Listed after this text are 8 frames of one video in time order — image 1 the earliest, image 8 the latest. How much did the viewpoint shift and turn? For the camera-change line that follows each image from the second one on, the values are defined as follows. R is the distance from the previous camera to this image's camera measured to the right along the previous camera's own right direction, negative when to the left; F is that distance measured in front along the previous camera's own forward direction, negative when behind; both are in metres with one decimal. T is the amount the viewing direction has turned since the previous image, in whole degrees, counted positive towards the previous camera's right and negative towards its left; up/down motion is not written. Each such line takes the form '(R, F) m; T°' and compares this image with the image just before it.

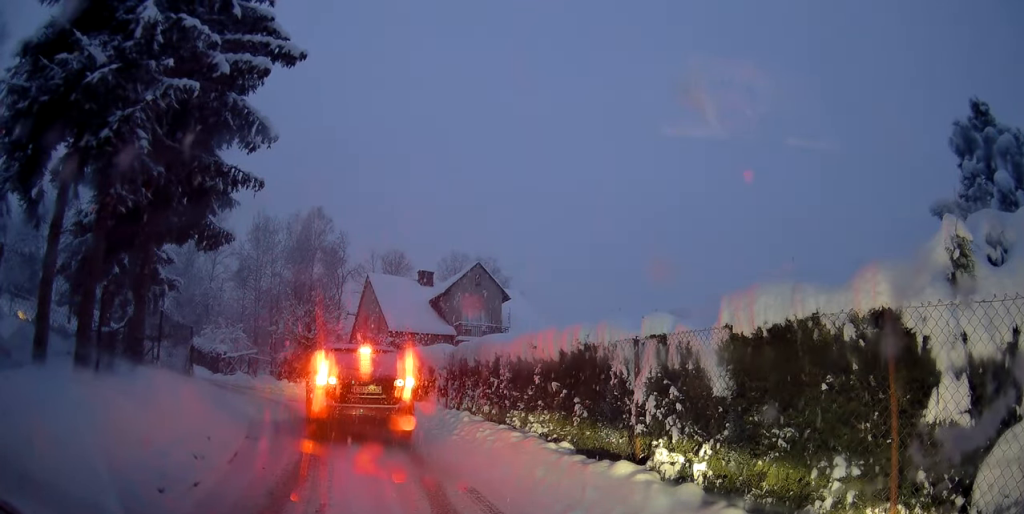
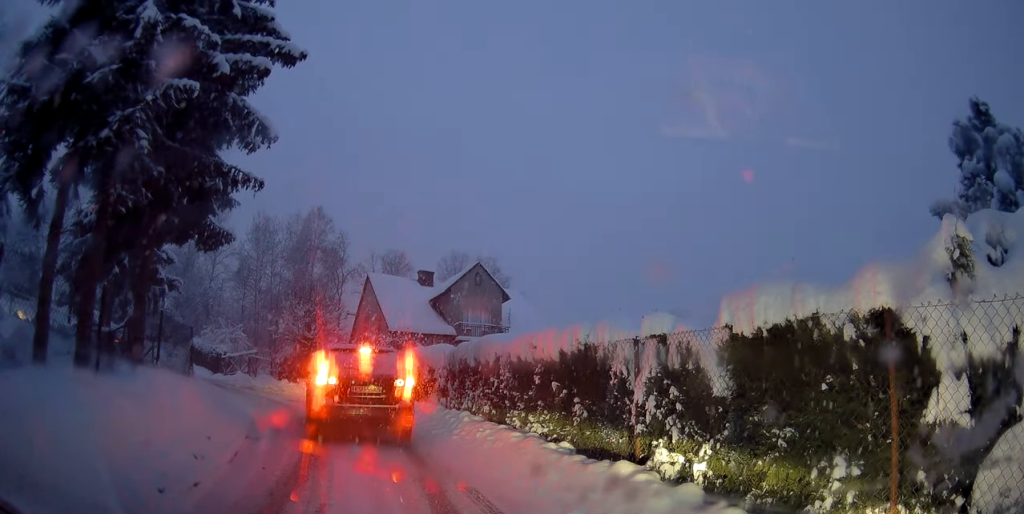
(0.0, 0.0) m; 0°
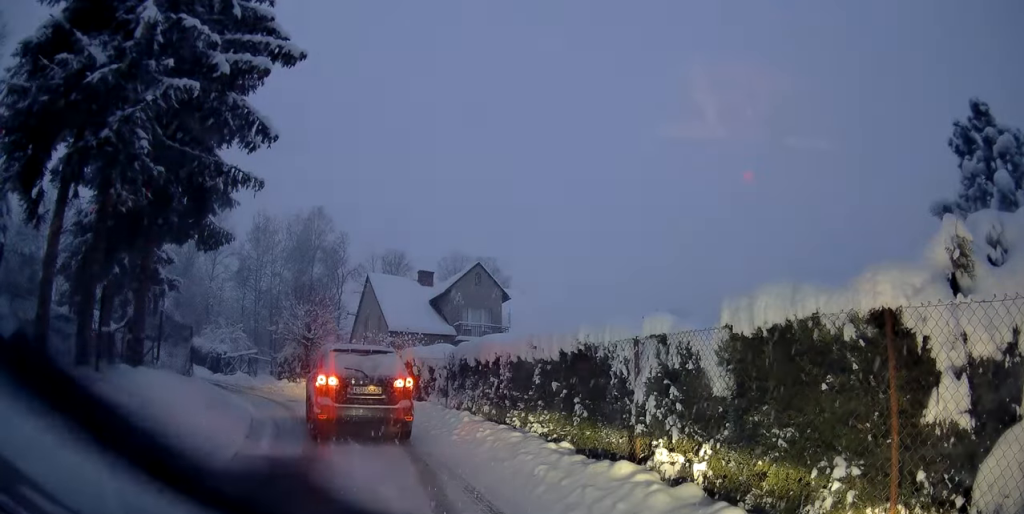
(0.0, 0.0) m; 0°
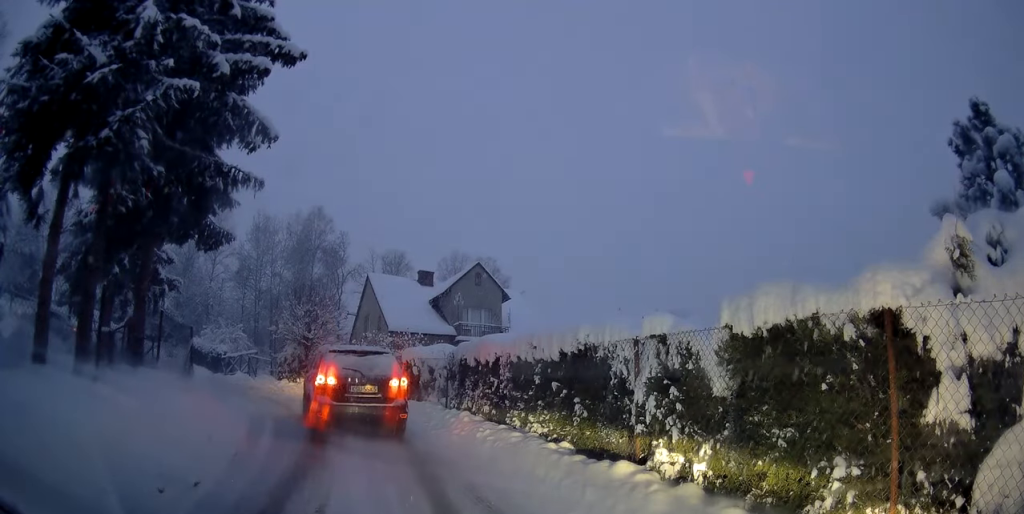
(0.0, 0.0) m; 0°
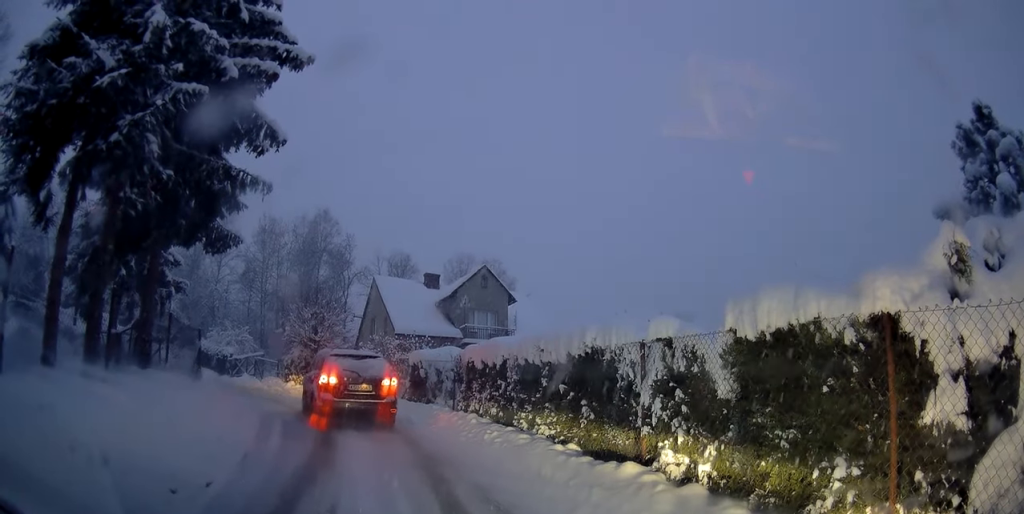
(0.0, 0.0) m; 0°
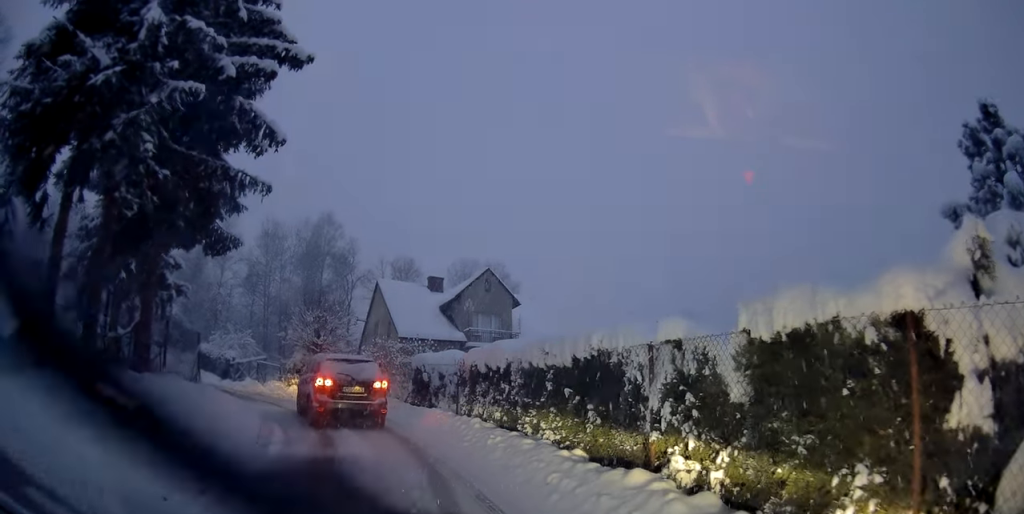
(0.0, 0.0) m; 0°
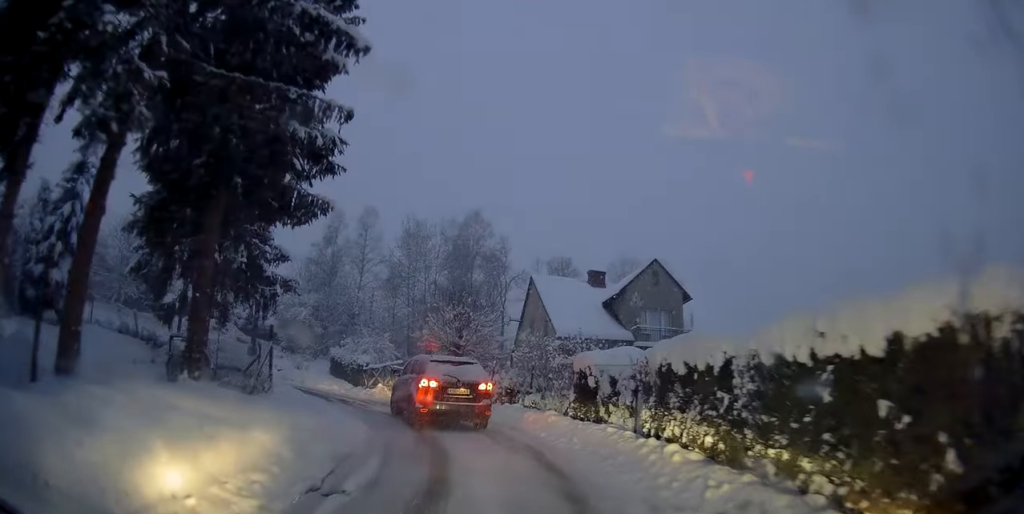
(+0.1, +1.1) m; 0°
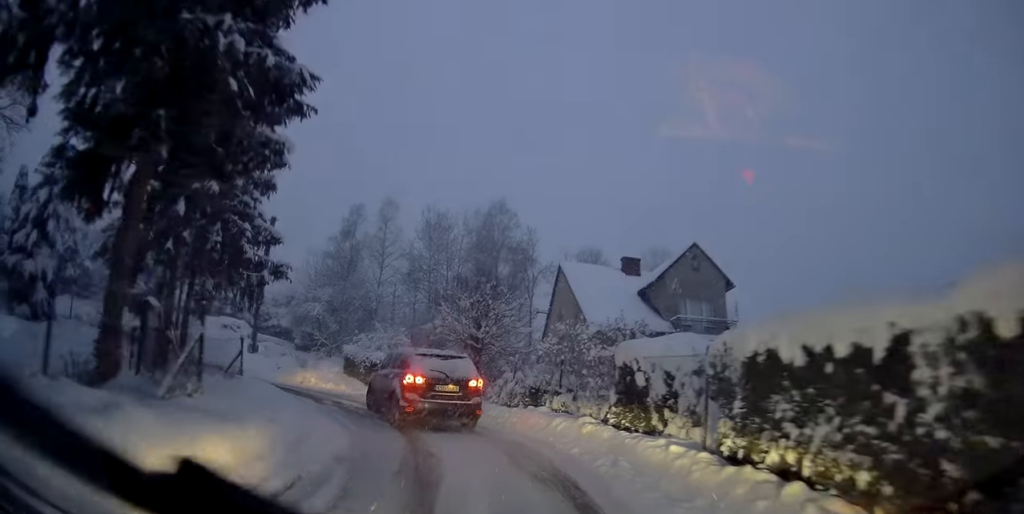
(0.0, +1.9) m; 0°
